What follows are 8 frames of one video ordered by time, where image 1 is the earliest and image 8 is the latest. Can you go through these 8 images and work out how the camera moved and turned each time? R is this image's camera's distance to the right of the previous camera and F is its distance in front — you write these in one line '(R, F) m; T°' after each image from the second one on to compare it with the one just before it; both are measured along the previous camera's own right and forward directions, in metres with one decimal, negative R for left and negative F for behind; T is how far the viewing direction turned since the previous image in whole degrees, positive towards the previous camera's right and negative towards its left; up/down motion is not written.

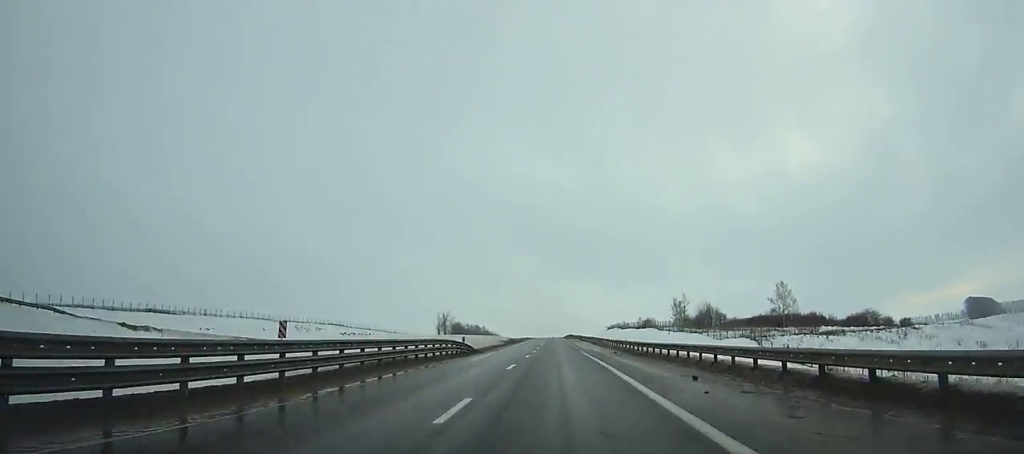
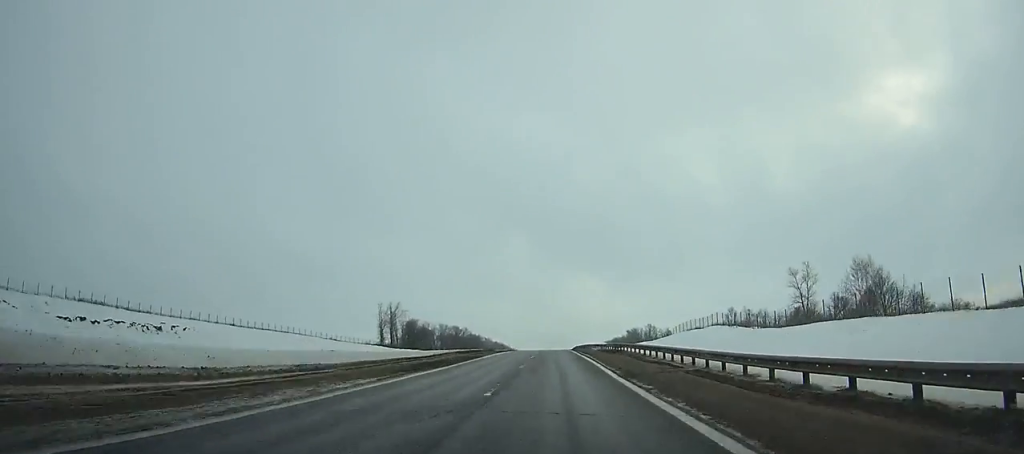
(+0.1, +126.9) m; 0°
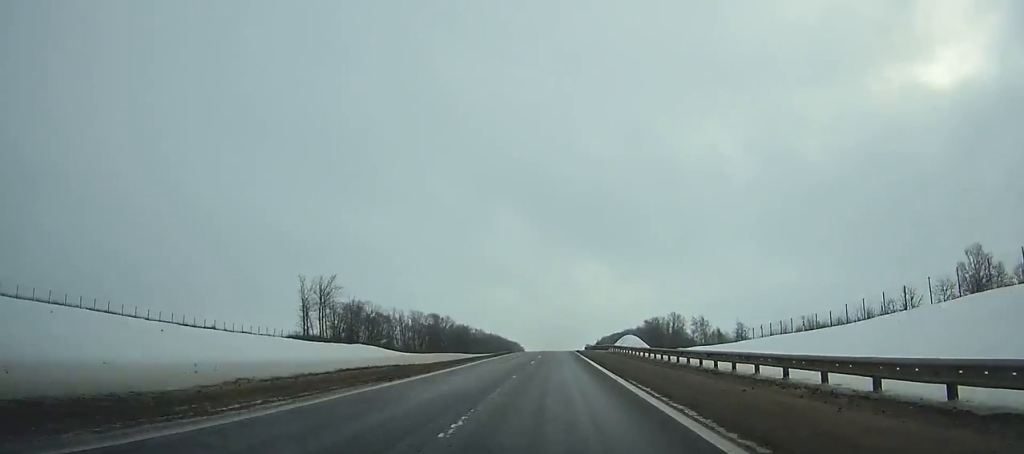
(-0.3, +77.3) m; 0°
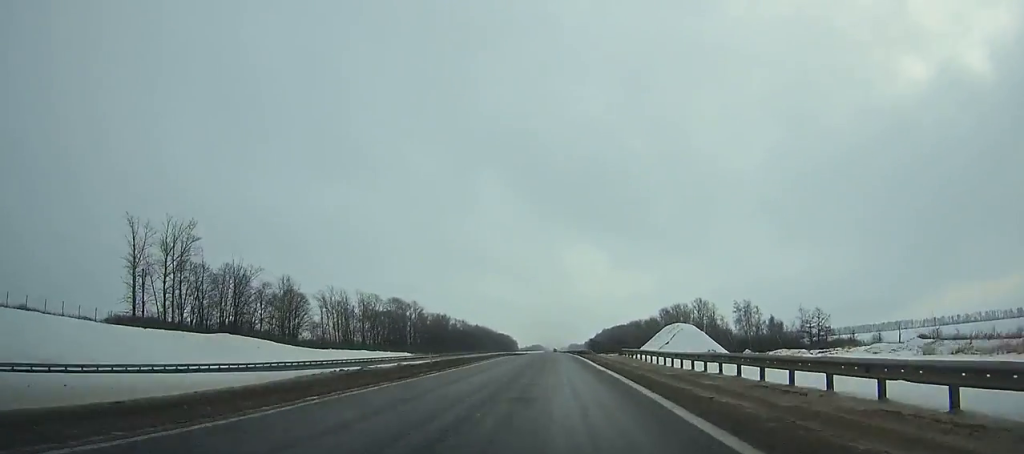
(-0.2, +71.7) m; 0°
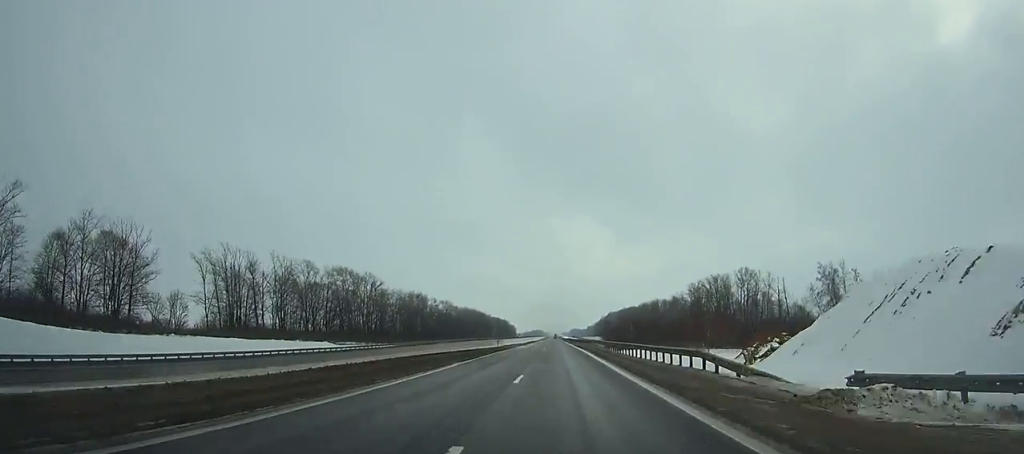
(0.0, +66.4) m; 0°
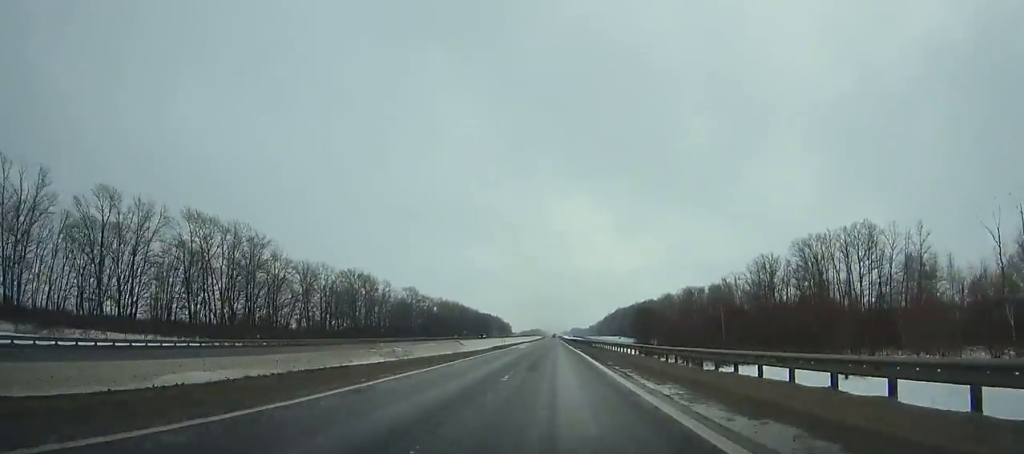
(+0.2, +83.2) m; 0°
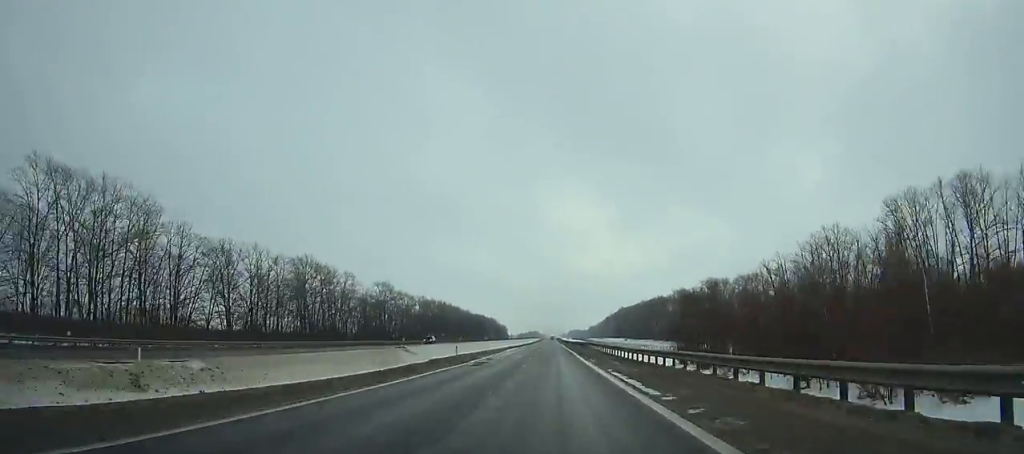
(+0.1, +38.9) m; 0°
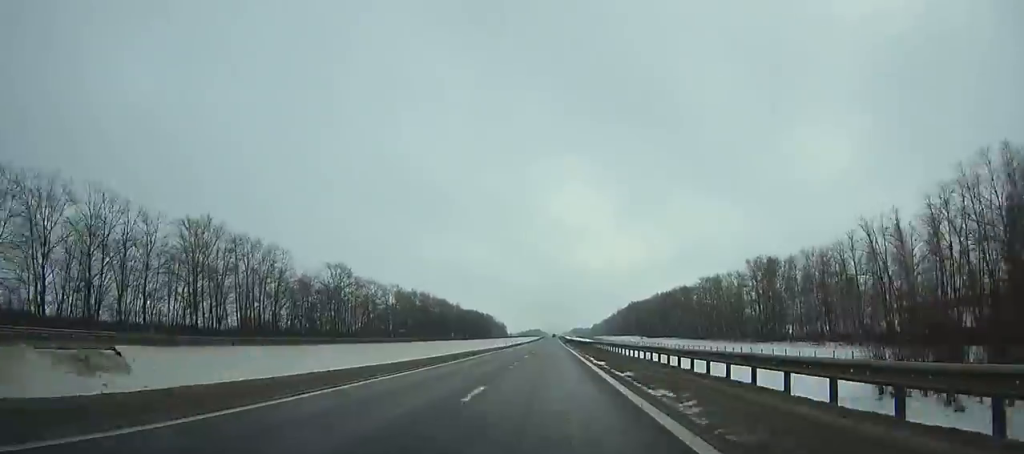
(-0.1, +50.0) m; 0°
